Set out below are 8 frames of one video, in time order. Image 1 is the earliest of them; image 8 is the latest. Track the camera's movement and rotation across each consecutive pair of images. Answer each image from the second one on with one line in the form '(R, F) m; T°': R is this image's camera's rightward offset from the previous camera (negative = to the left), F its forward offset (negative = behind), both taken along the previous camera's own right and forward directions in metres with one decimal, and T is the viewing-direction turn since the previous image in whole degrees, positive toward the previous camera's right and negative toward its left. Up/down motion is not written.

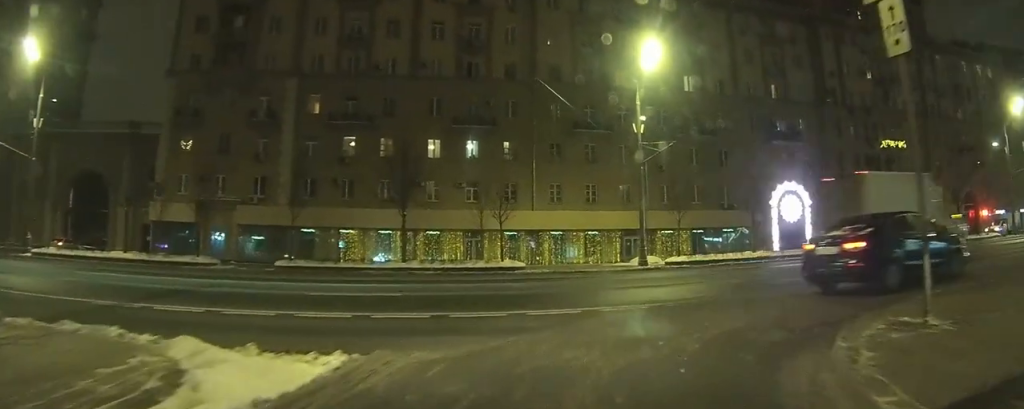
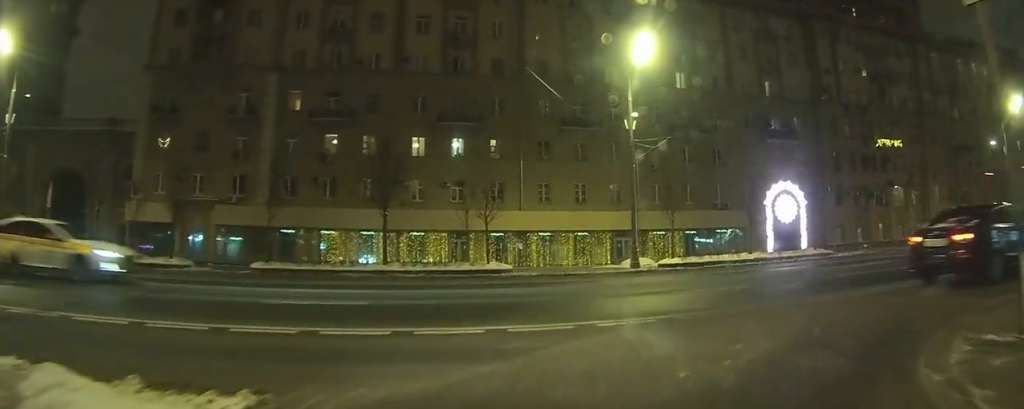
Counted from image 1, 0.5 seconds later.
(0.0, +1.8) m; +1°
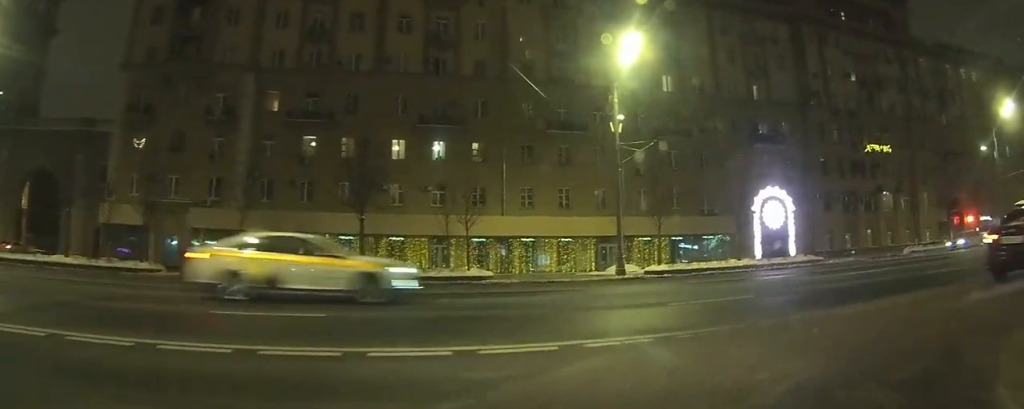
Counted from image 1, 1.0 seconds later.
(0.0, +1.4) m; 0°
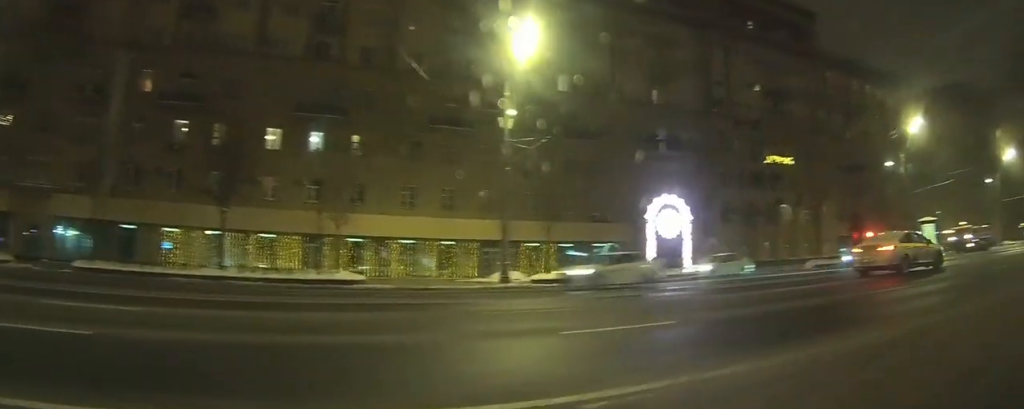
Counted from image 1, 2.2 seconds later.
(0.0, +3.8) m; +6°
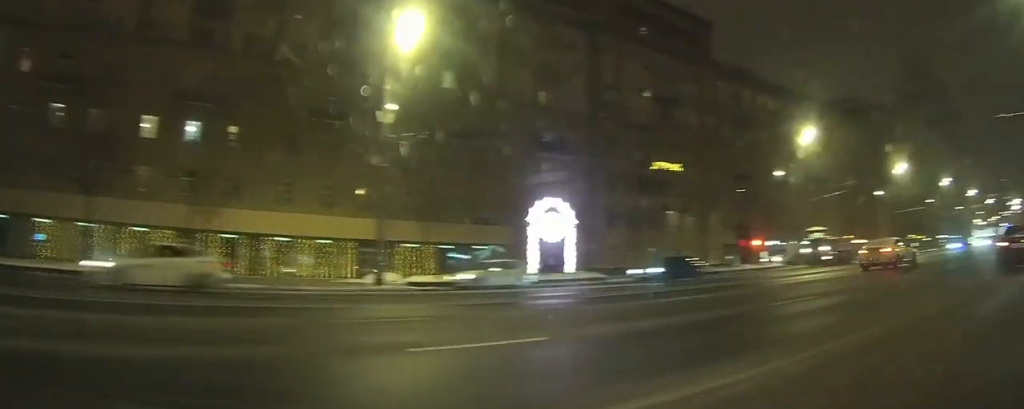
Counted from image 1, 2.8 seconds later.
(+0.1, +1.7) m; +10°
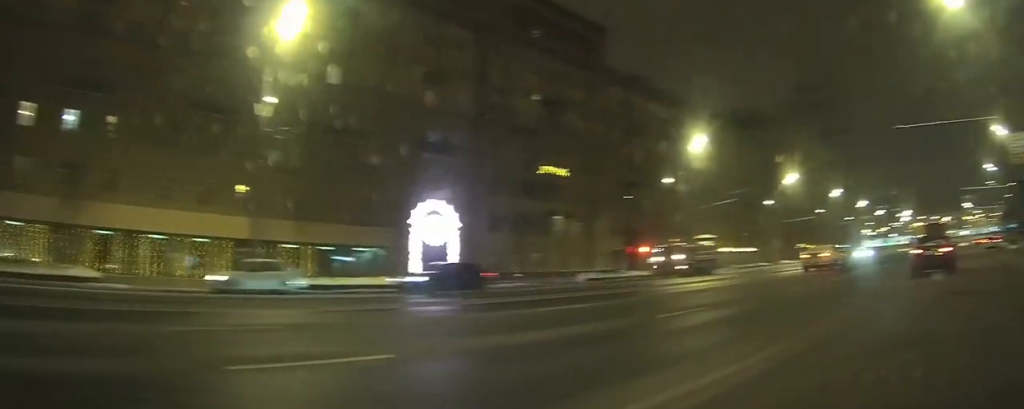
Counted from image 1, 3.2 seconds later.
(-0.1, +1.3) m; +8°
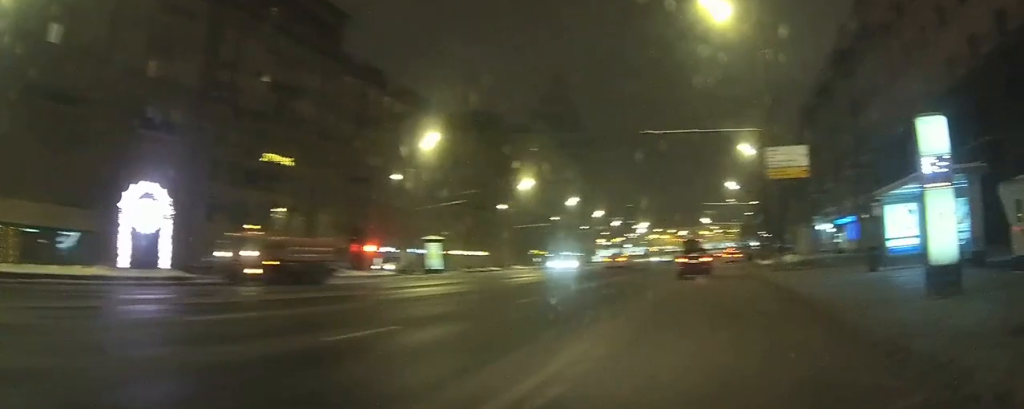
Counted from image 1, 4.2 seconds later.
(+0.6, +3.2) m; +21°
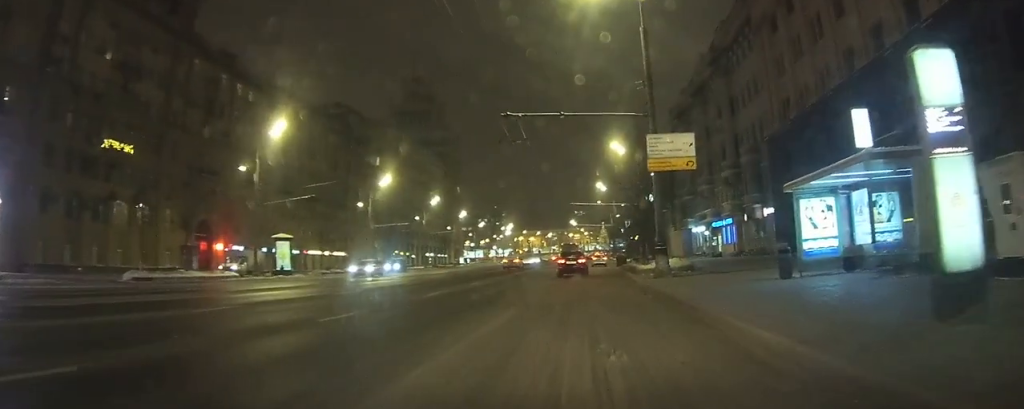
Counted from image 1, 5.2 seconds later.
(+0.6, +4.0) m; +14°
